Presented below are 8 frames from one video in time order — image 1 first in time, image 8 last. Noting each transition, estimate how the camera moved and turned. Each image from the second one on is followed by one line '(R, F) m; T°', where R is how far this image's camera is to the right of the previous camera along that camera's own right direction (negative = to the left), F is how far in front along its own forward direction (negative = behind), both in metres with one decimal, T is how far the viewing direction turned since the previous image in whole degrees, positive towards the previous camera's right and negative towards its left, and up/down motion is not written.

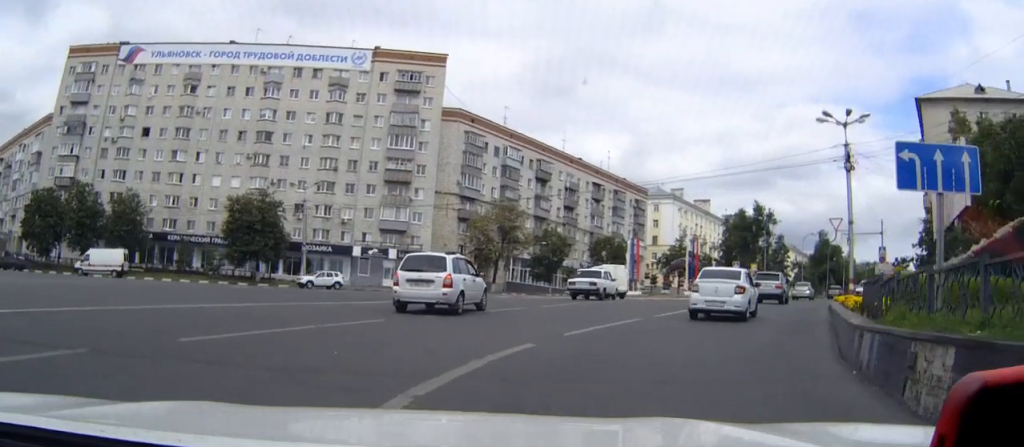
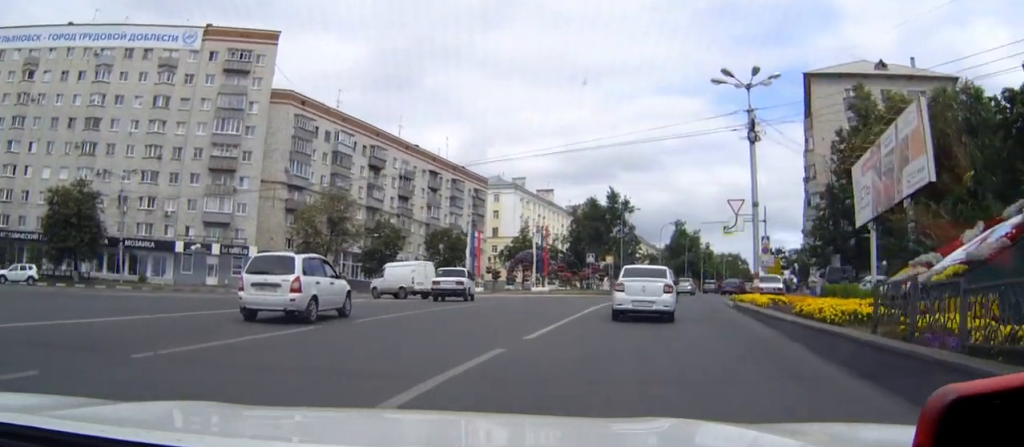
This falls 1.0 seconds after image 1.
(+0.9, +7.9) m; +12°
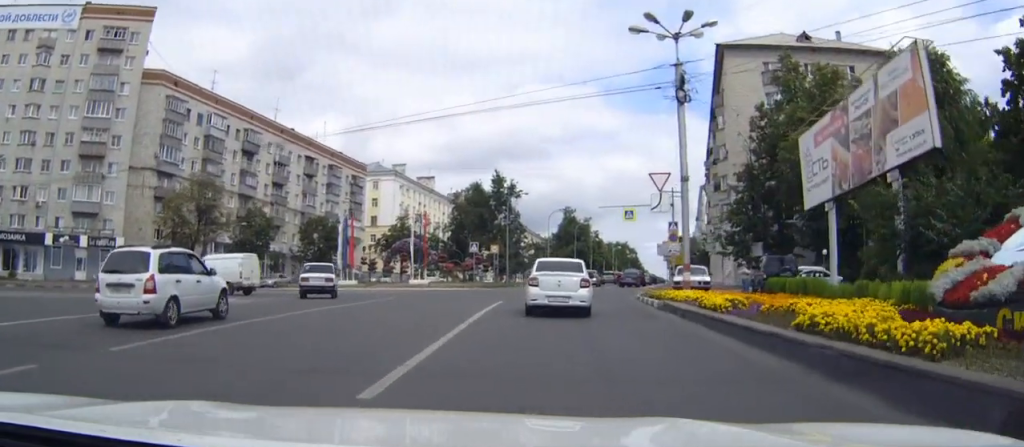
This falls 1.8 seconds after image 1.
(+0.6, +6.7) m; +8°
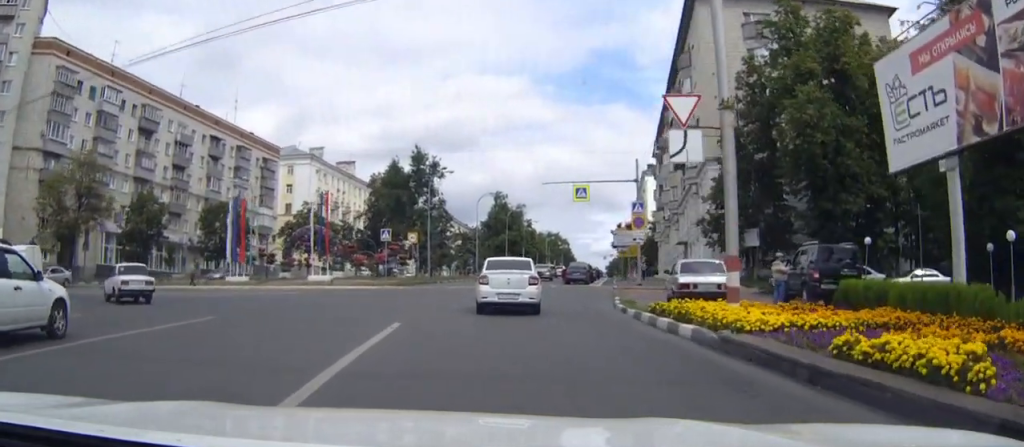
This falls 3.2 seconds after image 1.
(+0.9, +12.0) m; +7°
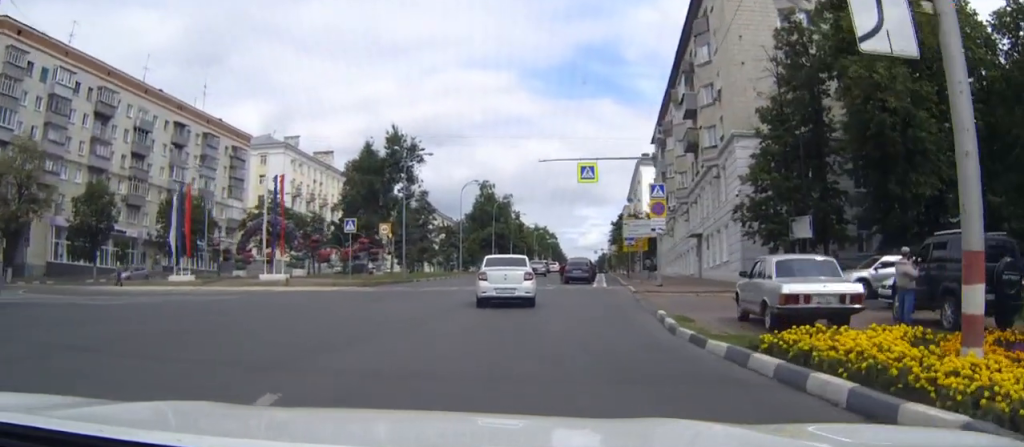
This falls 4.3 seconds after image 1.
(+0.2, +8.5) m; +3°
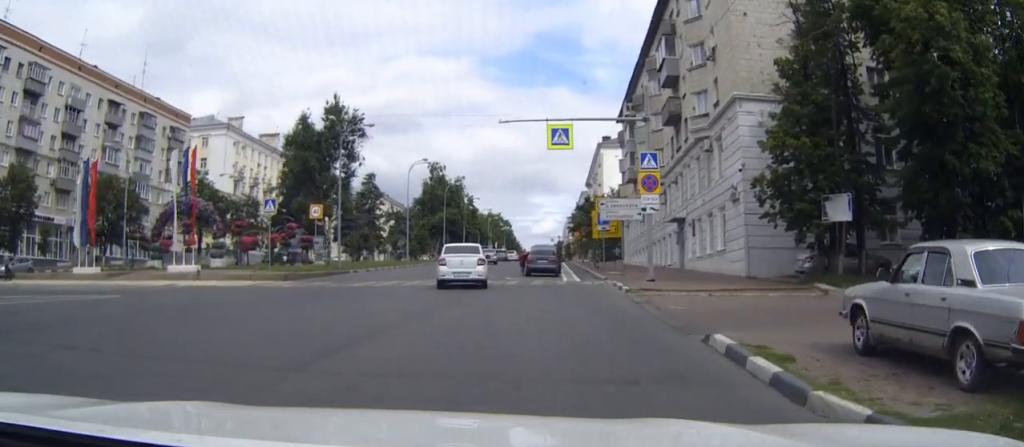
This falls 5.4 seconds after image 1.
(+0.2, +7.9) m; +2°
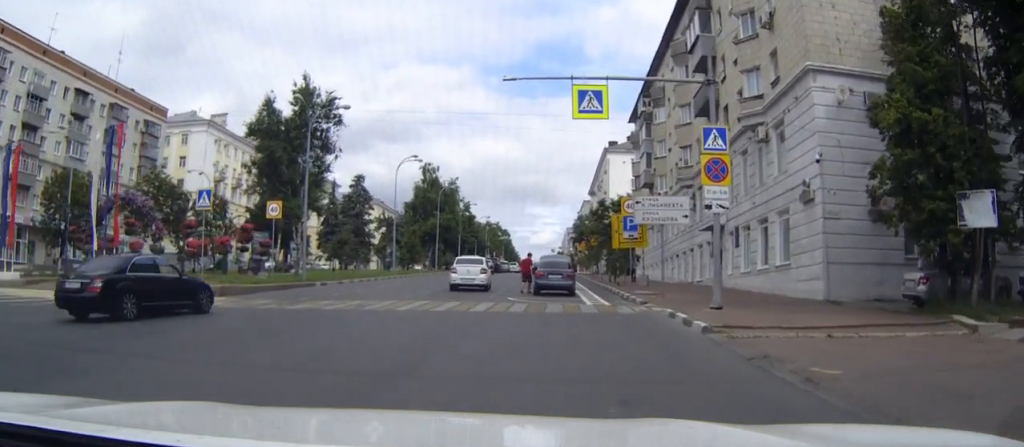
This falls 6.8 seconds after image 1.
(+0.1, +8.9) m; +1°
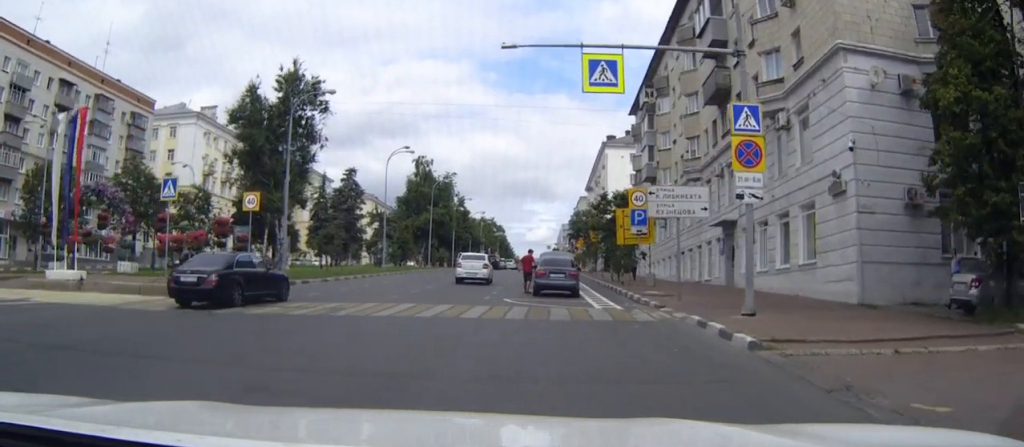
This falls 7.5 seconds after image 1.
(0.0, +3.3) m; 0°
